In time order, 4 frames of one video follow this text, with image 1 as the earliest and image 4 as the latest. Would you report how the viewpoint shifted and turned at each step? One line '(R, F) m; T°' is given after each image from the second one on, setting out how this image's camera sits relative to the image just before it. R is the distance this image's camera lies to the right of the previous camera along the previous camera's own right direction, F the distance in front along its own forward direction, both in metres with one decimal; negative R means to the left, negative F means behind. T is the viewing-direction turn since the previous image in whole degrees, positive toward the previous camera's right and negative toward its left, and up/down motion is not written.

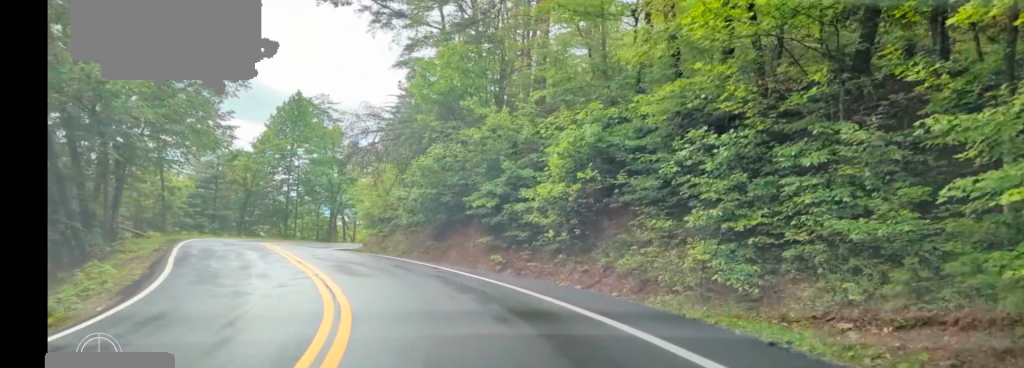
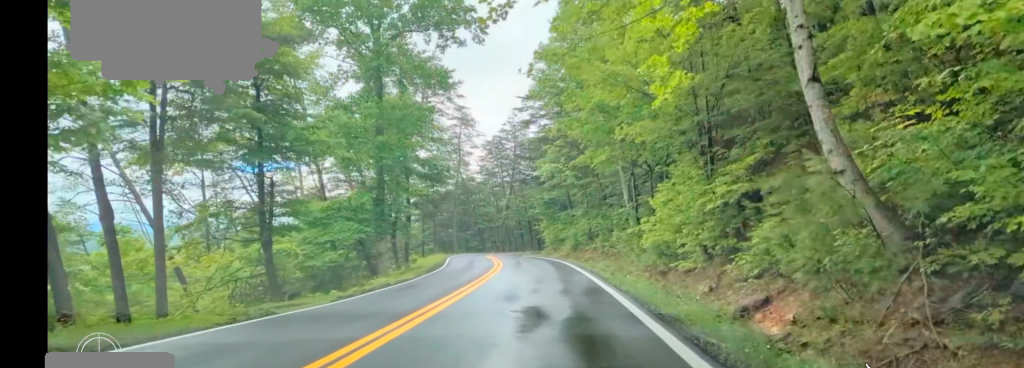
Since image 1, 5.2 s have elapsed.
(-9.4, +59.8) m; +8°
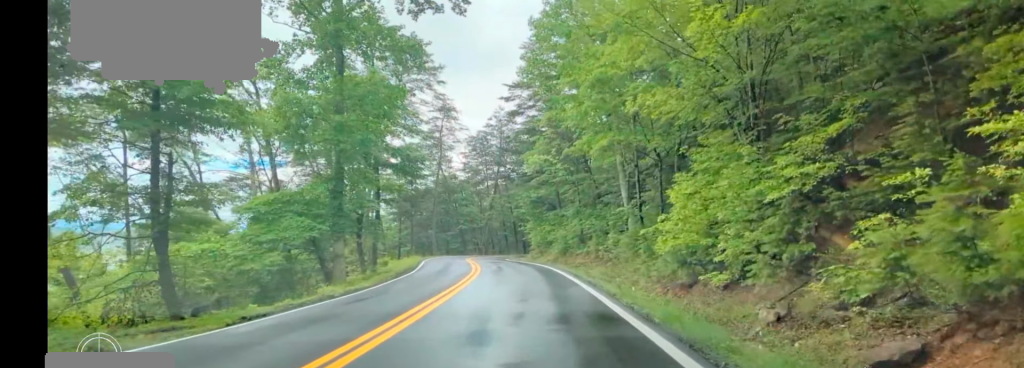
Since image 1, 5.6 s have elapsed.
(0.0, +5.2) m; +1°
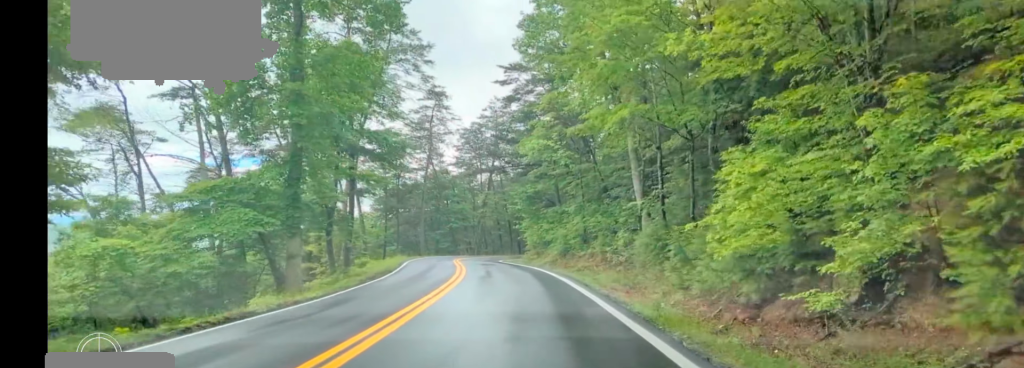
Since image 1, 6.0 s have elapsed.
(-0.1, +5.5) m; +1°
